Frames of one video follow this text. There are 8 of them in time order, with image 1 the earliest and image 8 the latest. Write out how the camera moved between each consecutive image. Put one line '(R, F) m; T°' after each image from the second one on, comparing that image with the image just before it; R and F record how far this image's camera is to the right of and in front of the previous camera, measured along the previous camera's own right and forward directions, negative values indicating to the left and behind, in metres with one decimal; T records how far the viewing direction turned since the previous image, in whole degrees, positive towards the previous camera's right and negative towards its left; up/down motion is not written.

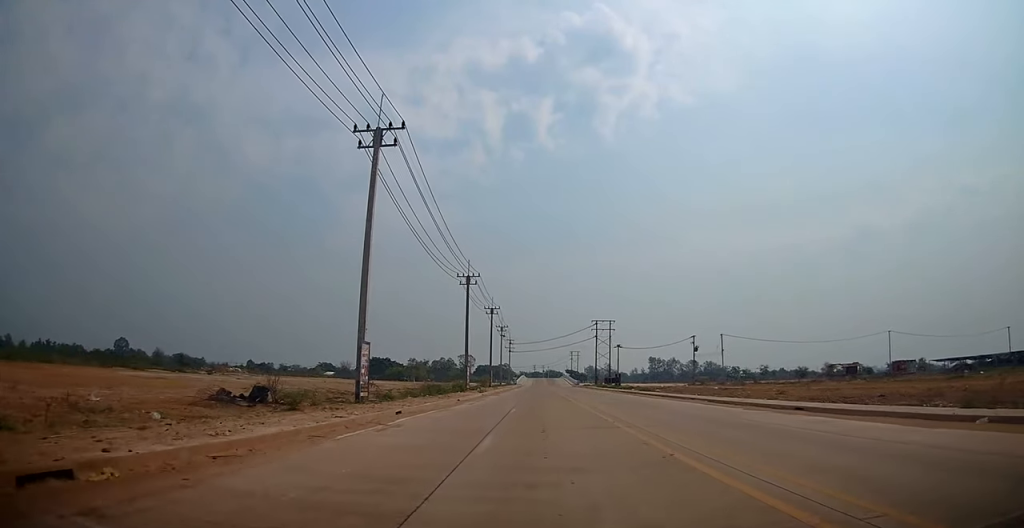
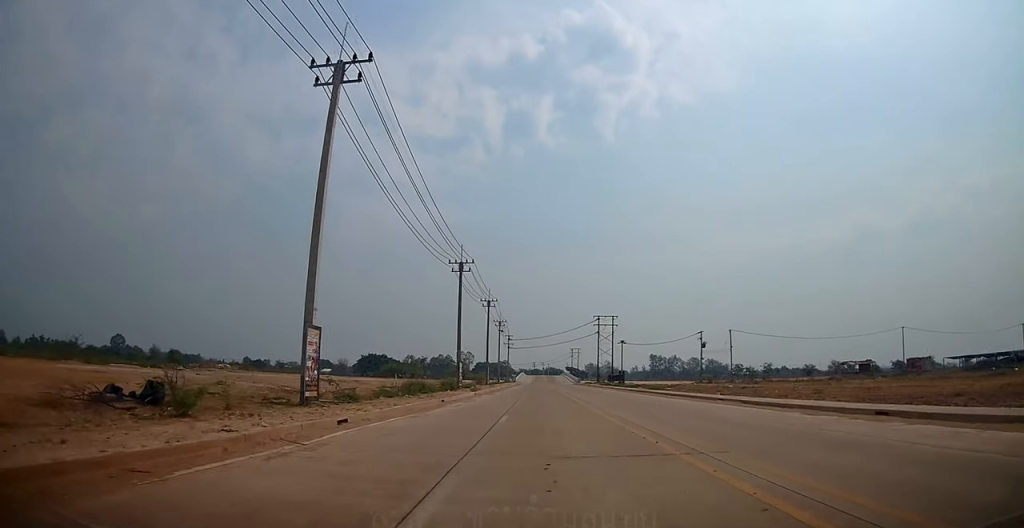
(0.0, +5.6) m; +1°
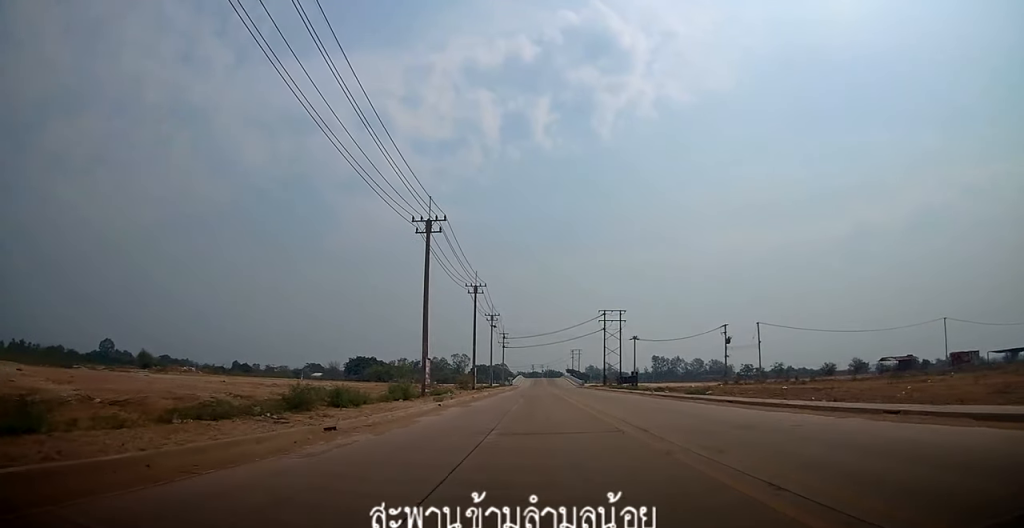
(+0.6, +15.7) m; +1°
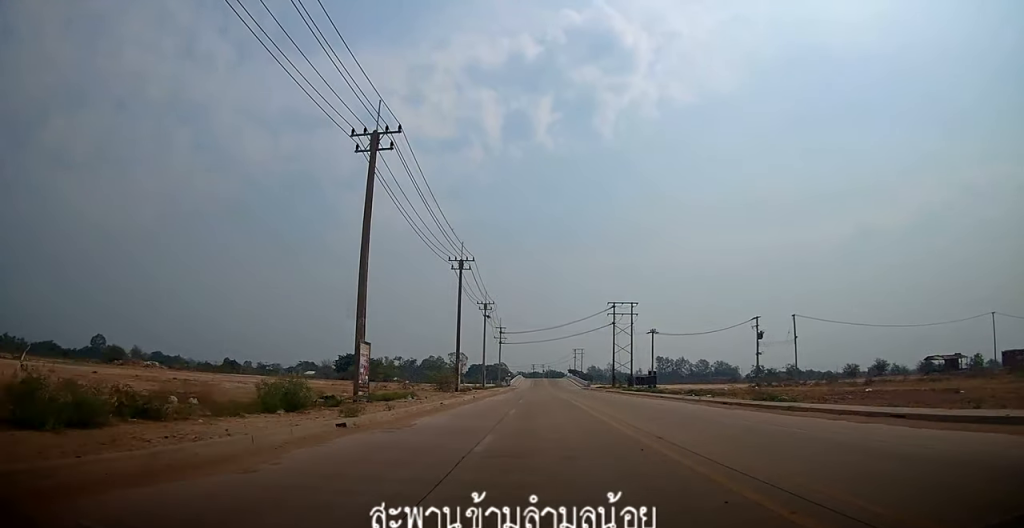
(-0.4, +14.0) m; -1°
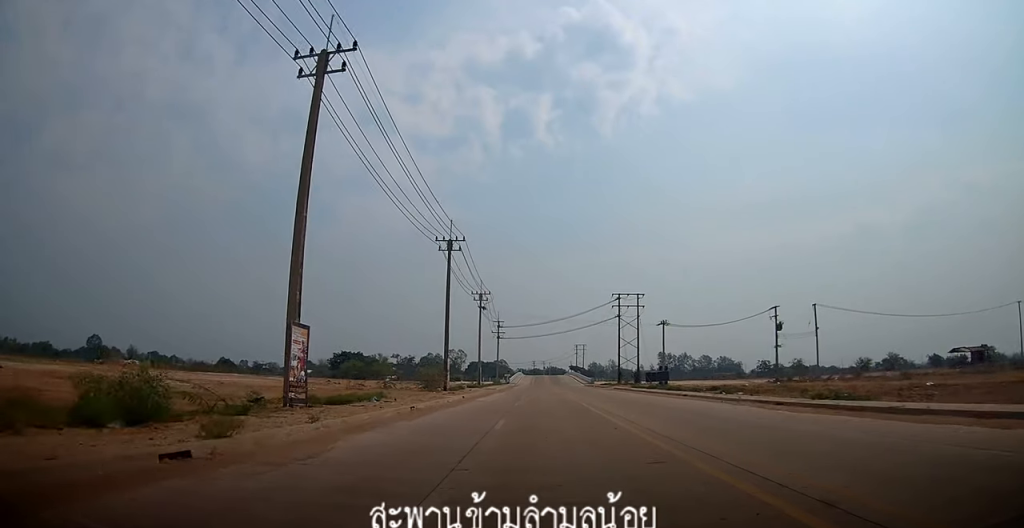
(-0.1, +6.8) m; 0°
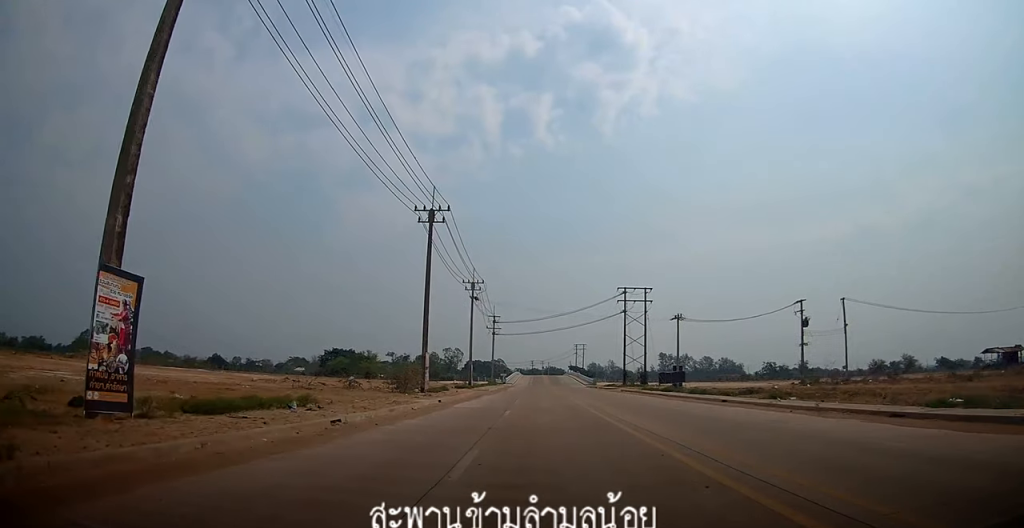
(+0.4, +8.2) m; +1°
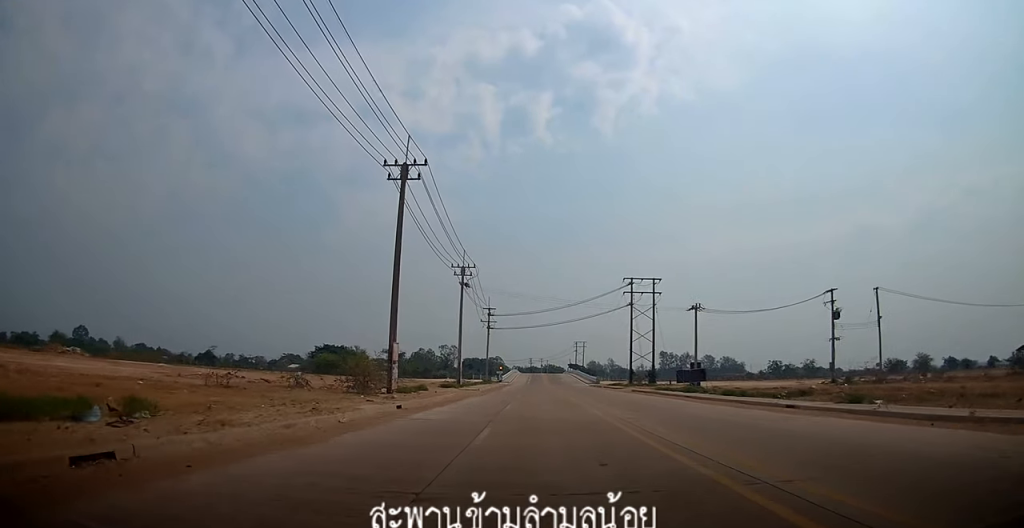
(-0.1, +8.1) m; -1°
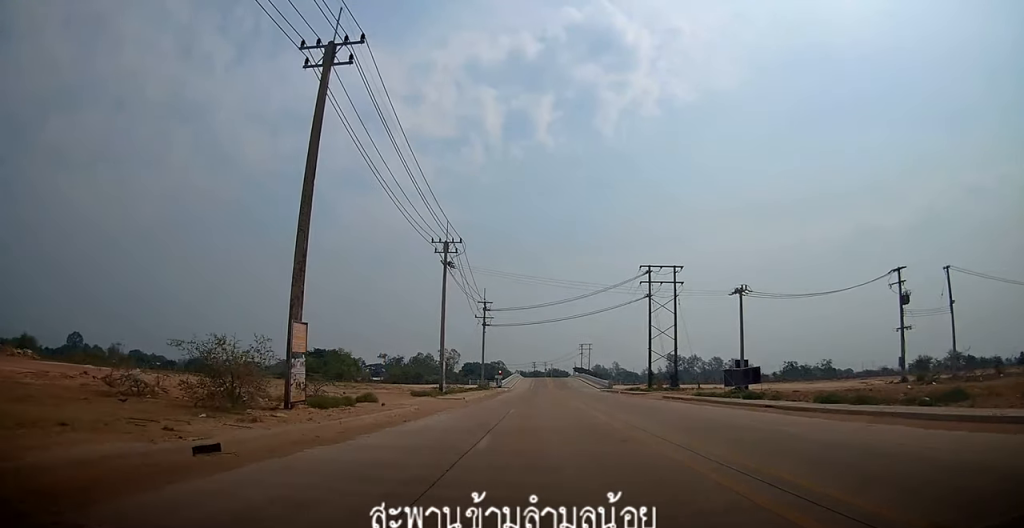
(-0.3, +12.6) m; -1°
